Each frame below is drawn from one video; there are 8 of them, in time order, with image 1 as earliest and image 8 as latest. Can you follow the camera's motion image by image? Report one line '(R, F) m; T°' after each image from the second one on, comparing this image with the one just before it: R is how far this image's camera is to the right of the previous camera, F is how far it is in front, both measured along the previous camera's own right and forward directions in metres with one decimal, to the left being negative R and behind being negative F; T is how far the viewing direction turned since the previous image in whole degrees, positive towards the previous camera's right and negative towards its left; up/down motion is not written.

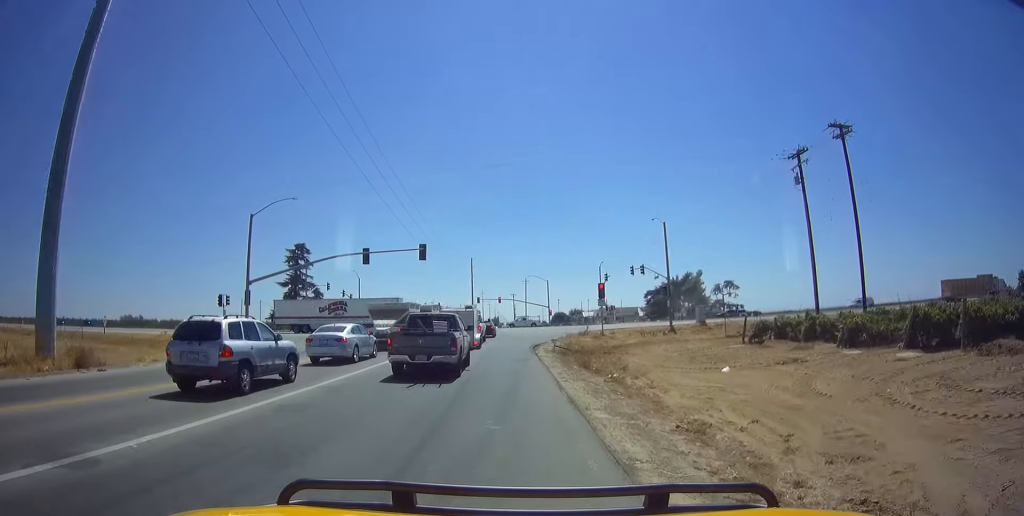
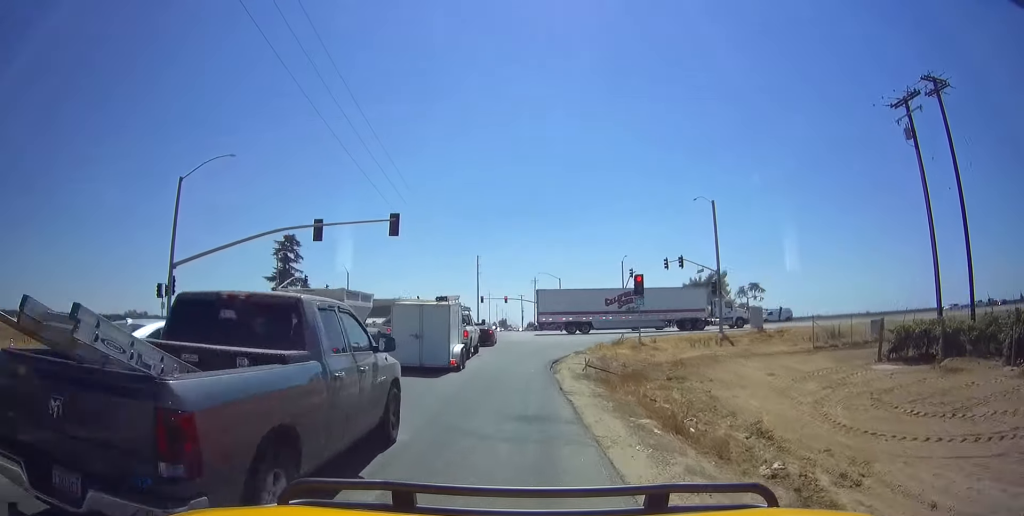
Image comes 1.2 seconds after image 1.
(-0.5, +10.2) m; -4°
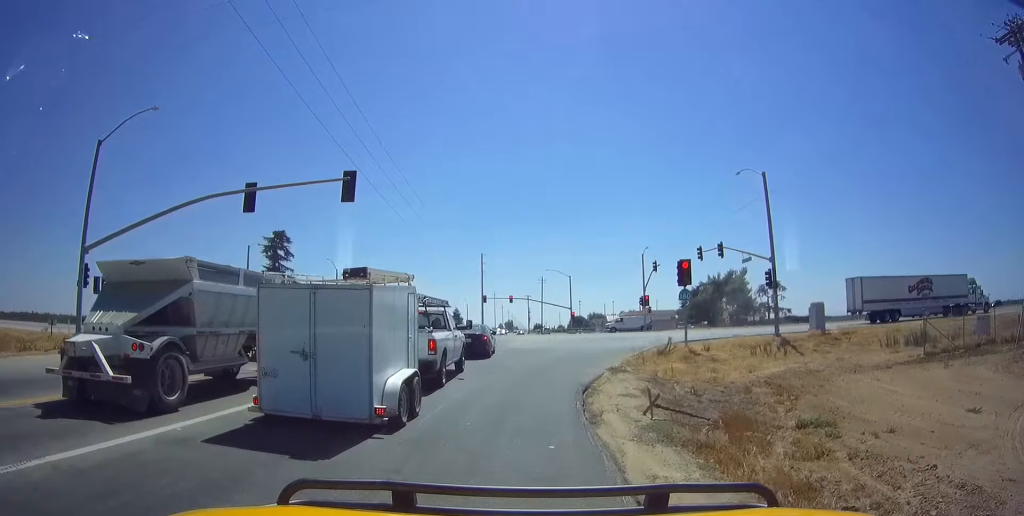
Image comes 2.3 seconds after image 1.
(0.0, +7.8) m; +3°
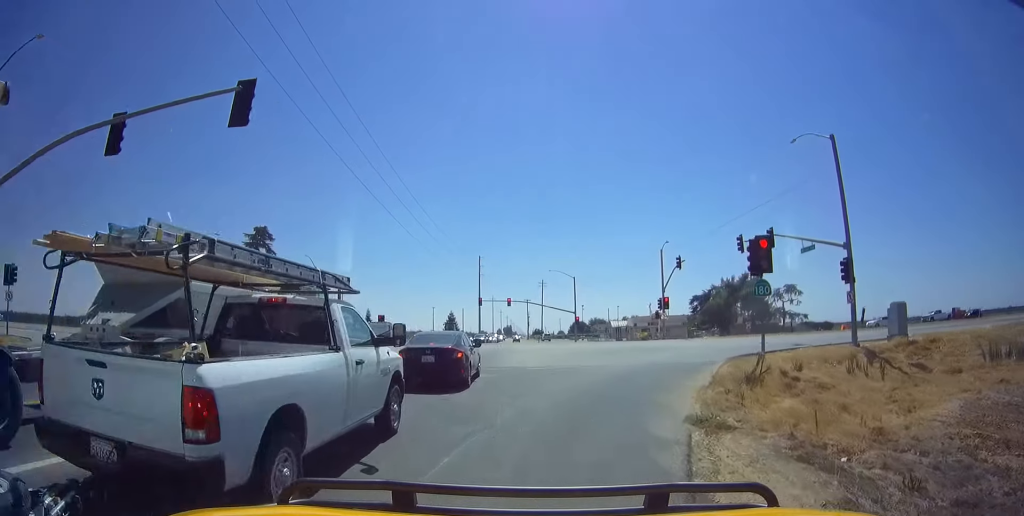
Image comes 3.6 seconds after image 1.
(+0.4, +8.1) m; +9°
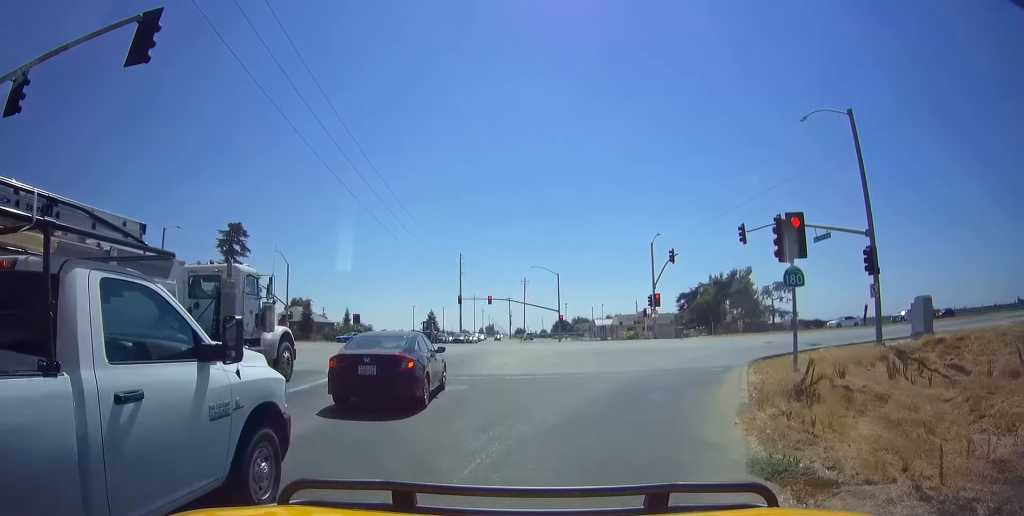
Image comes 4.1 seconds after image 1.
(+0.2, +3.0) m; +8°
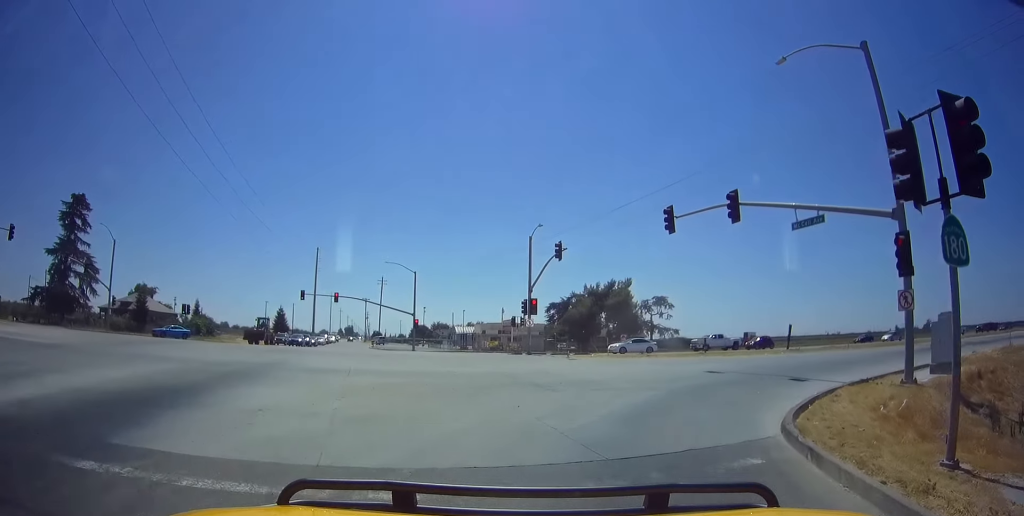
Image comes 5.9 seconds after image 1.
(+2.0, +8.2) m; +18°
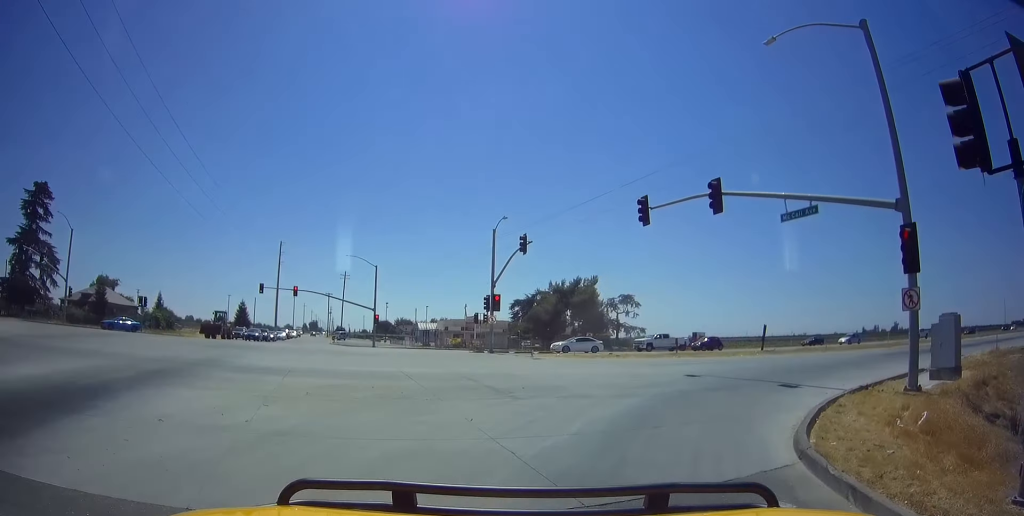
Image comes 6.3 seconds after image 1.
(-0.3, +1.8) m; +3°
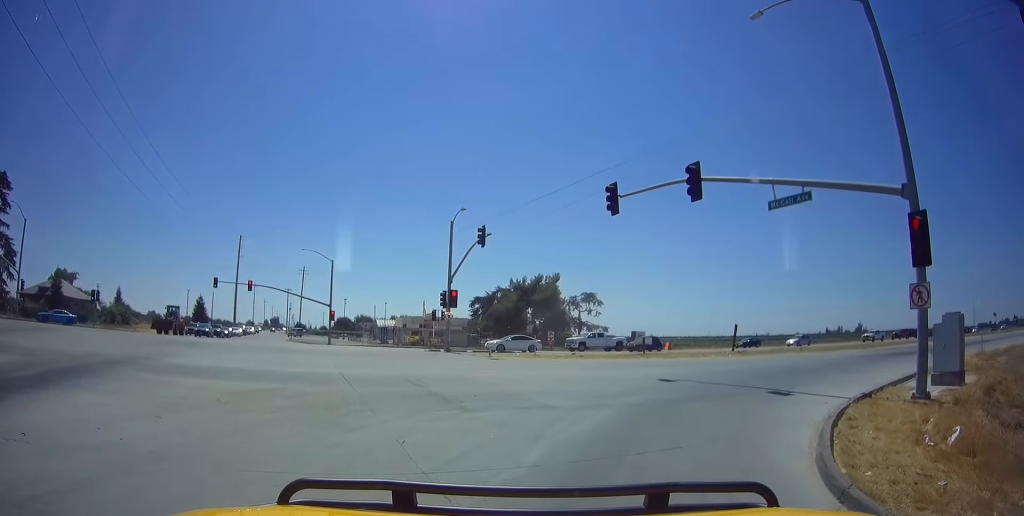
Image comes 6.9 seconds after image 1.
(-0.2, +2.4) m; +5°
